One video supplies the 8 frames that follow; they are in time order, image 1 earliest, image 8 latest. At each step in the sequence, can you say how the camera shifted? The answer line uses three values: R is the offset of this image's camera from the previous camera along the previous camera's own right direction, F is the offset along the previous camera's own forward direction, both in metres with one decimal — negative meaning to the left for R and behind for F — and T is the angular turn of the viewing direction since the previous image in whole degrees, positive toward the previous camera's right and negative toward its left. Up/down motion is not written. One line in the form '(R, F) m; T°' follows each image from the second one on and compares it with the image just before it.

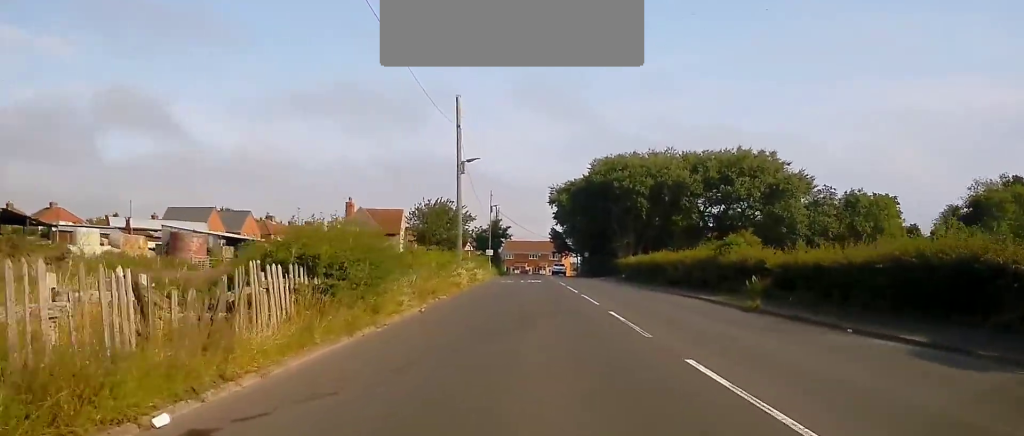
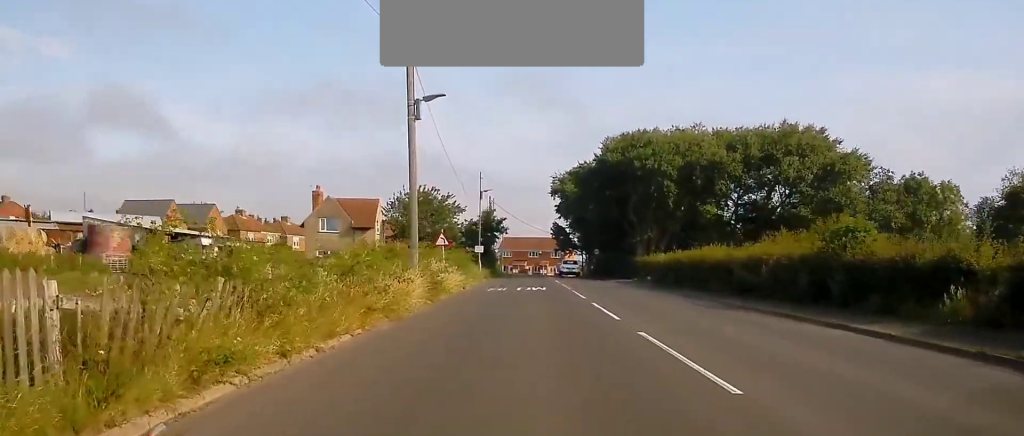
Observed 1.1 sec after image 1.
(0.0, +15.0) m; +1°
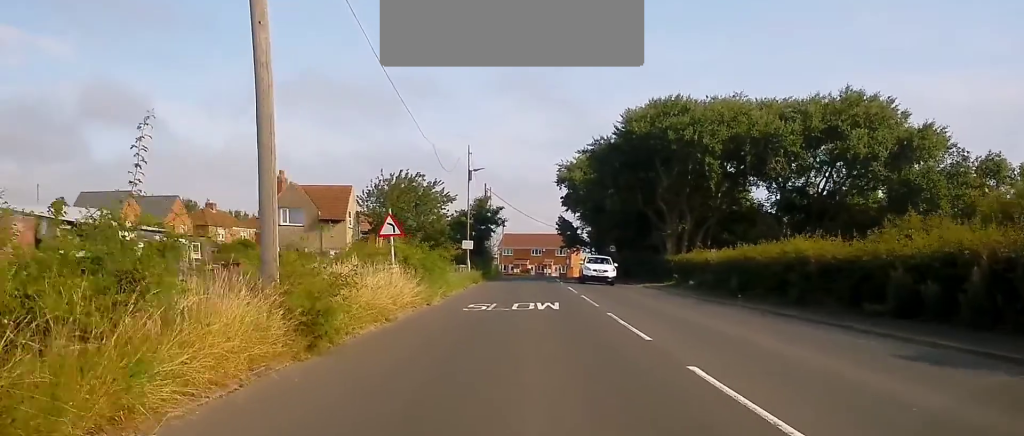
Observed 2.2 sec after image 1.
(+0.3, +13.4) m; 0°
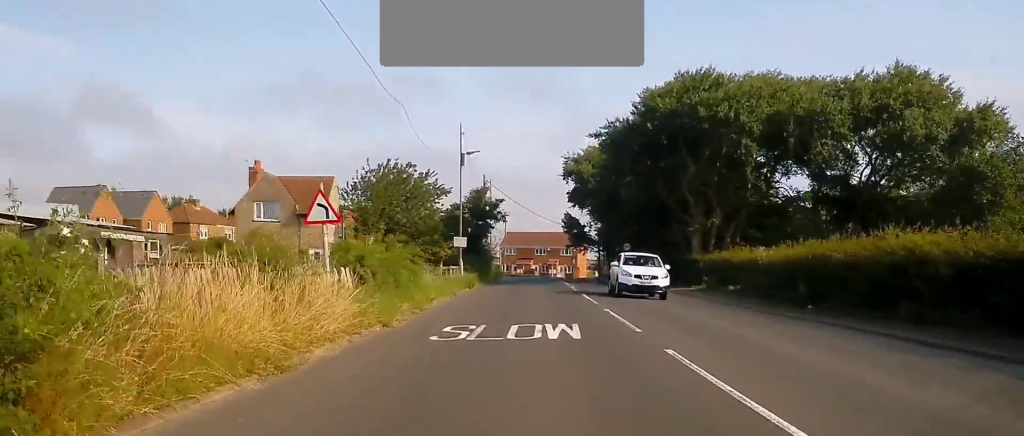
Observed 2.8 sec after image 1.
(-0.2, +7.4) m; -1°
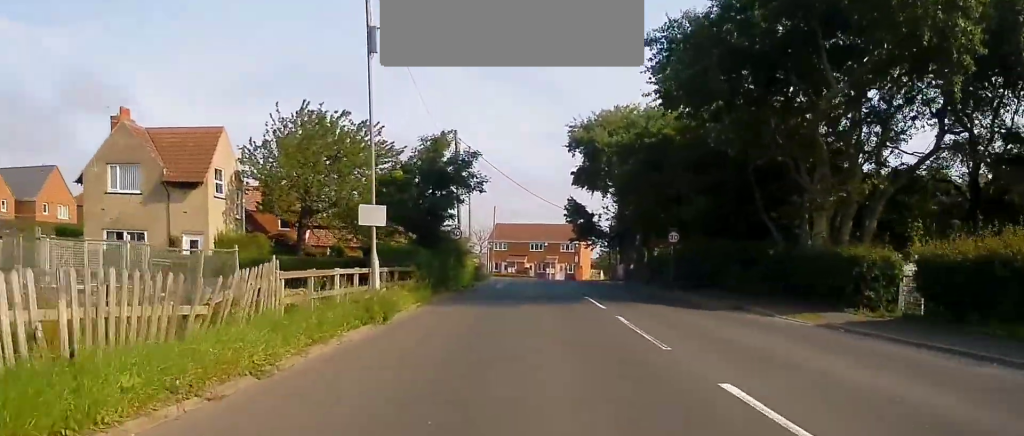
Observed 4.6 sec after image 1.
(-0.3, +21.1) m; -1°
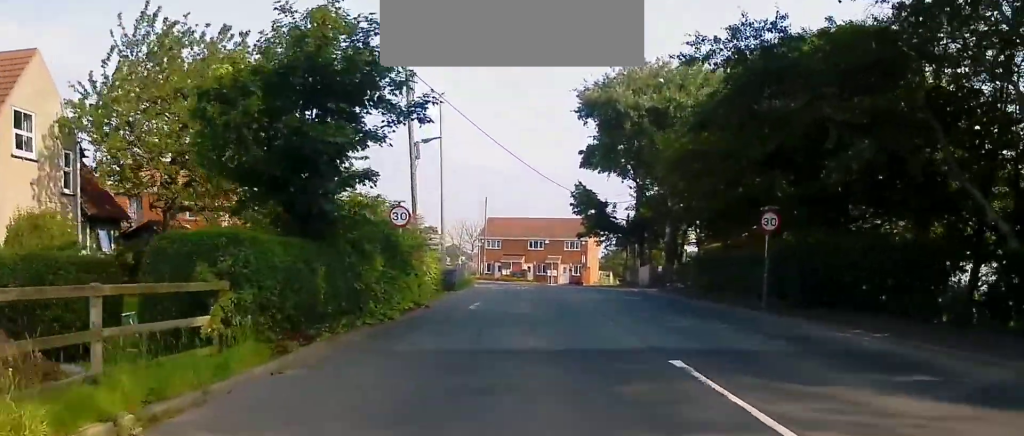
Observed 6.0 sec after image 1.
(0.0, +16.1) m; 0°
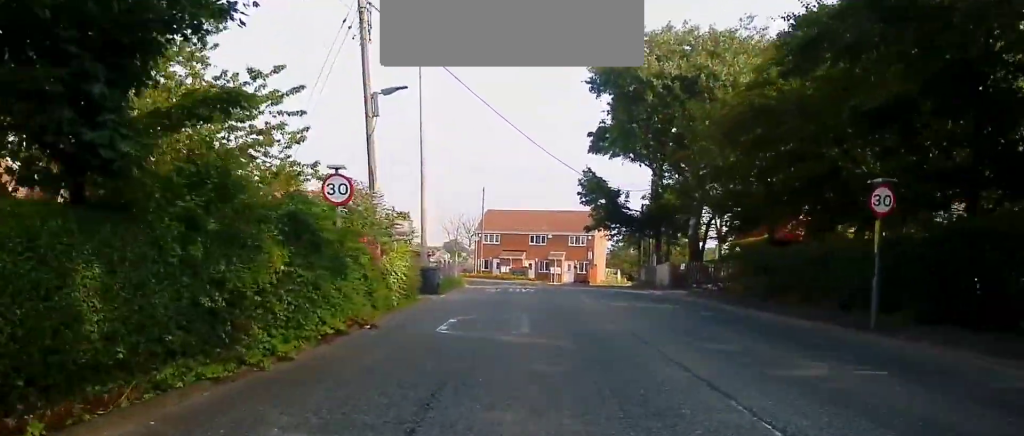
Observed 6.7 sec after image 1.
(0.0, +7.7) m; 0°
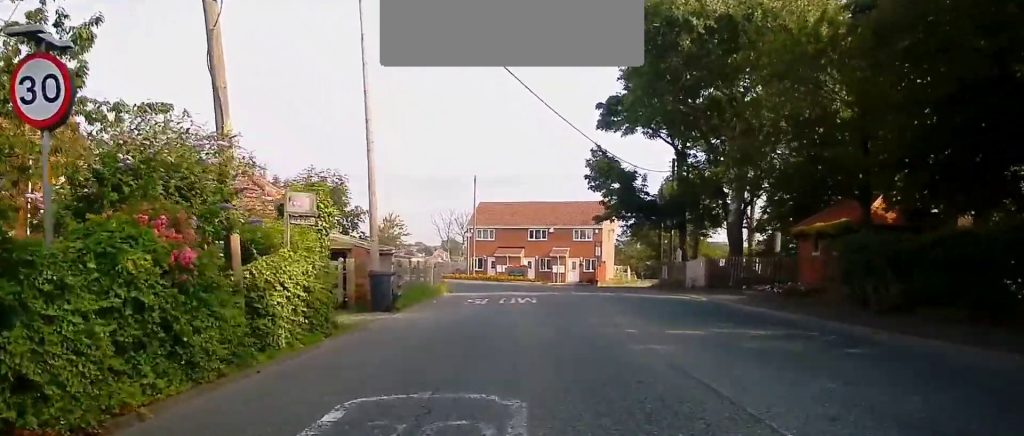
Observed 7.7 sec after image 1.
(0.0, +9.8) m; +1°
